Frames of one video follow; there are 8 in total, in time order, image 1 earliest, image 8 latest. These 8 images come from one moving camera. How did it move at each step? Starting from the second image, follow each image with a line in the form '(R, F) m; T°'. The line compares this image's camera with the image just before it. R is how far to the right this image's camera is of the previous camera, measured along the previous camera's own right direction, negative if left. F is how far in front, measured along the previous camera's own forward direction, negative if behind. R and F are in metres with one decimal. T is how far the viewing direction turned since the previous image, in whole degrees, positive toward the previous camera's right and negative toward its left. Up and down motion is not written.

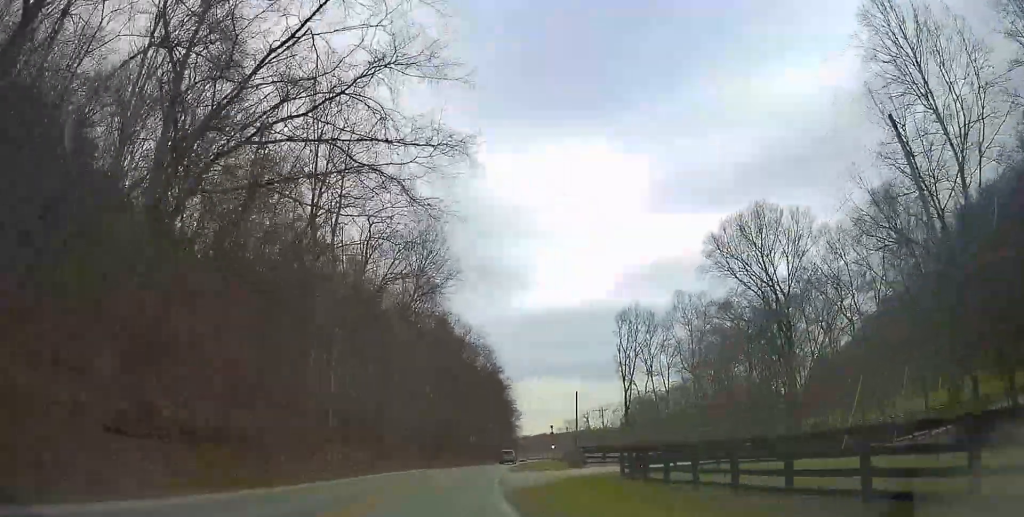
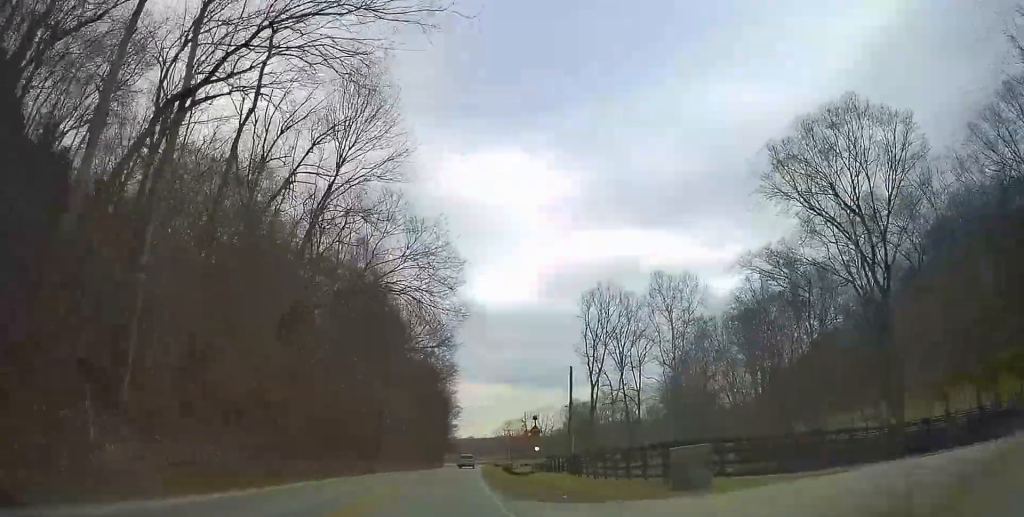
(+1.6, +23.1) m; +8°
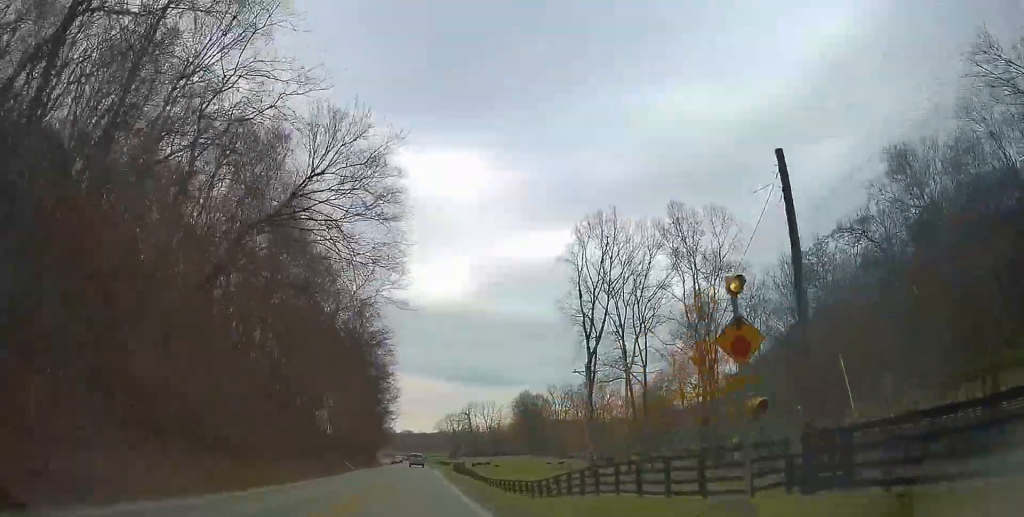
(+2.6, +33.4) m; +6°
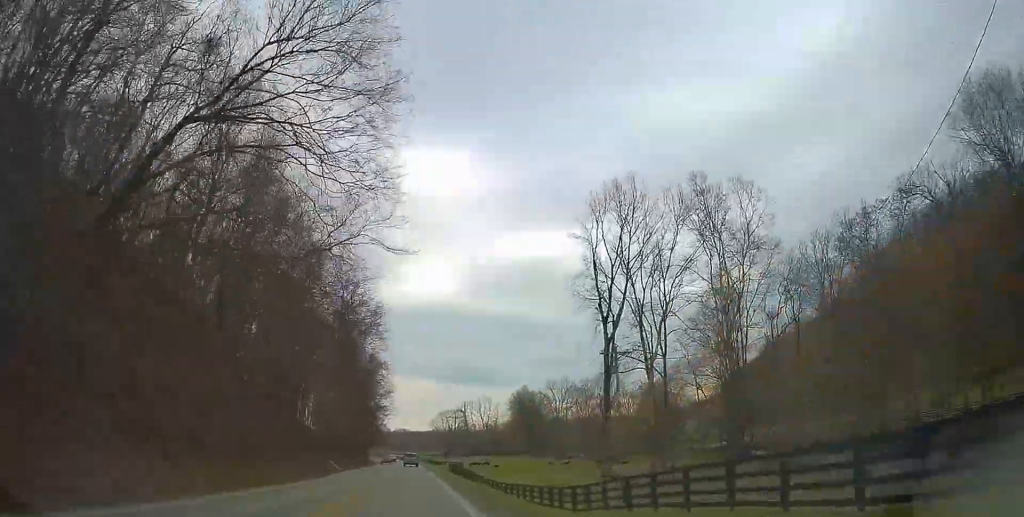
(-0.1, +9.1) m; +2°
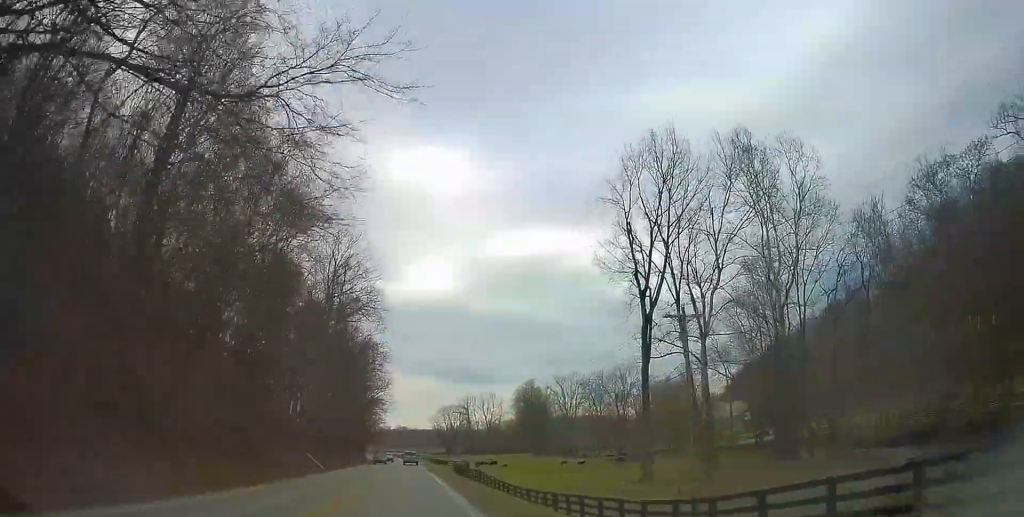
(-0.2, +11.2) m; +2°
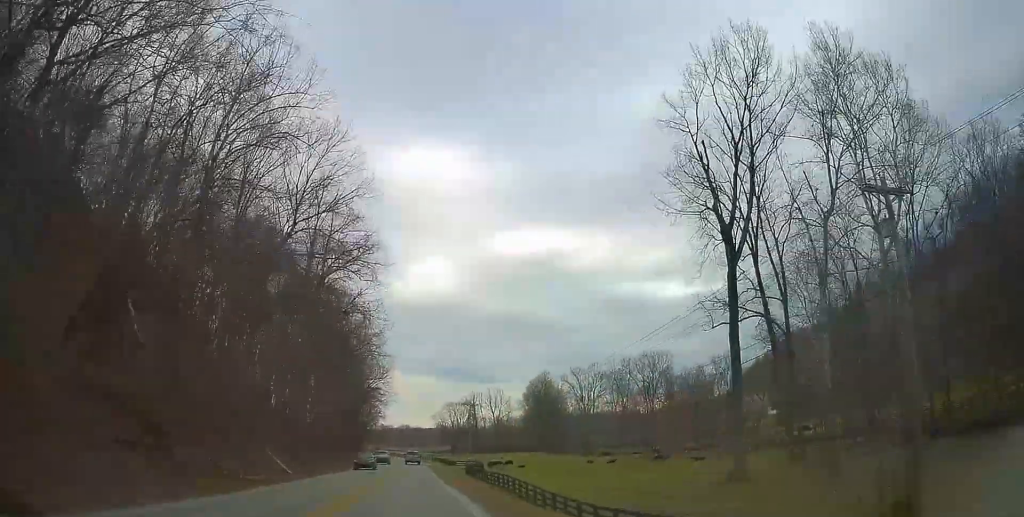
(+1.0, +16.3) m; +2°
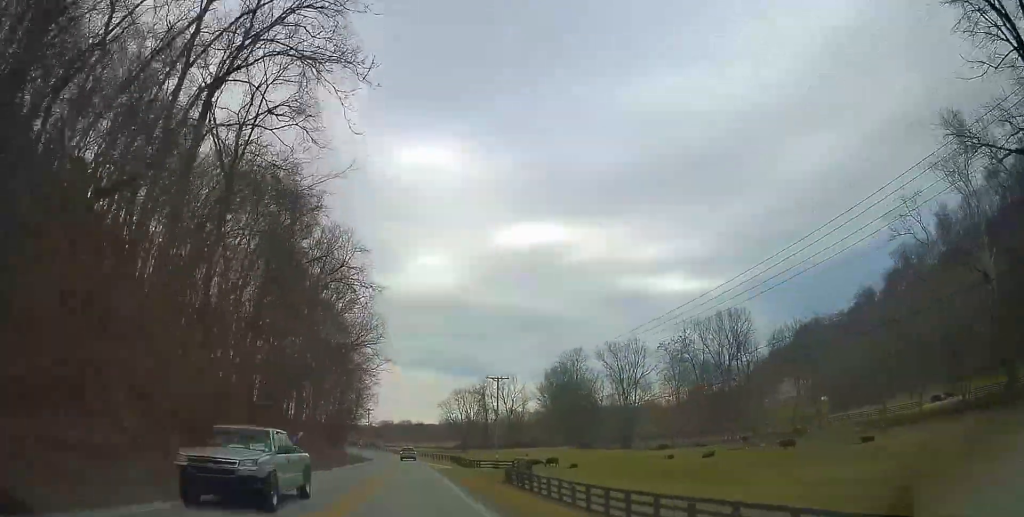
(-0.3, +33.6) m; -2°
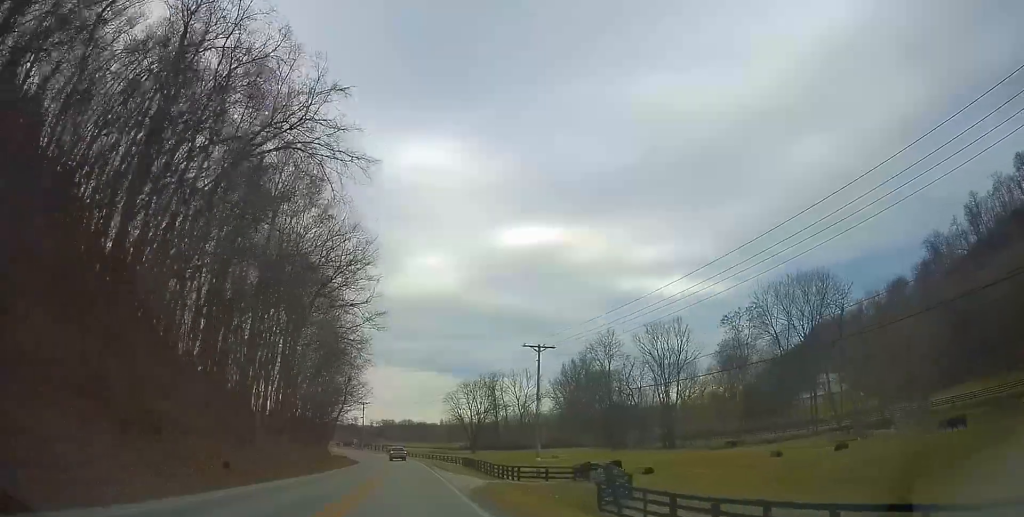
(-0.4, +23.6) m; -1°
